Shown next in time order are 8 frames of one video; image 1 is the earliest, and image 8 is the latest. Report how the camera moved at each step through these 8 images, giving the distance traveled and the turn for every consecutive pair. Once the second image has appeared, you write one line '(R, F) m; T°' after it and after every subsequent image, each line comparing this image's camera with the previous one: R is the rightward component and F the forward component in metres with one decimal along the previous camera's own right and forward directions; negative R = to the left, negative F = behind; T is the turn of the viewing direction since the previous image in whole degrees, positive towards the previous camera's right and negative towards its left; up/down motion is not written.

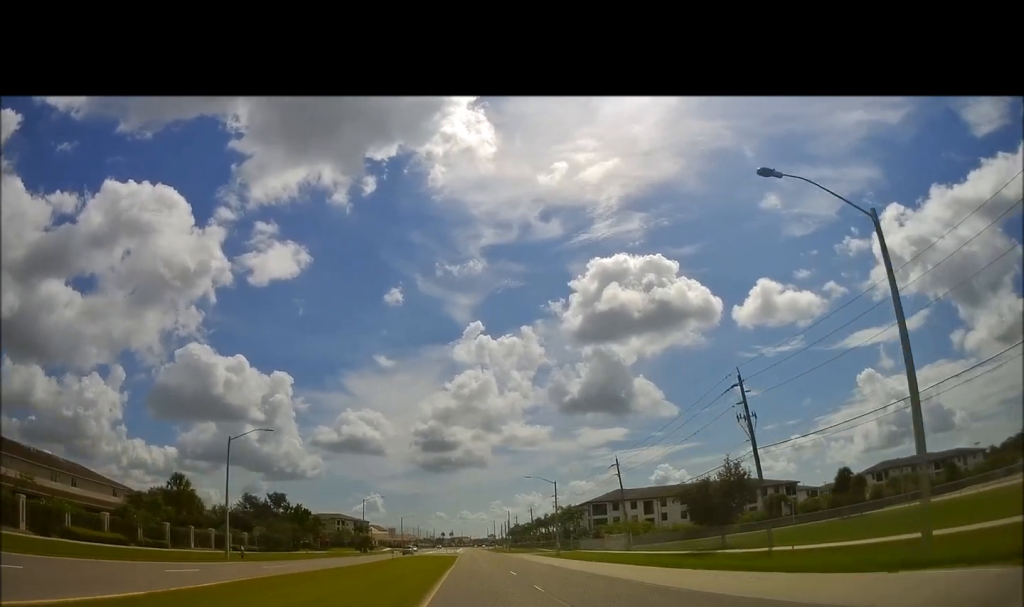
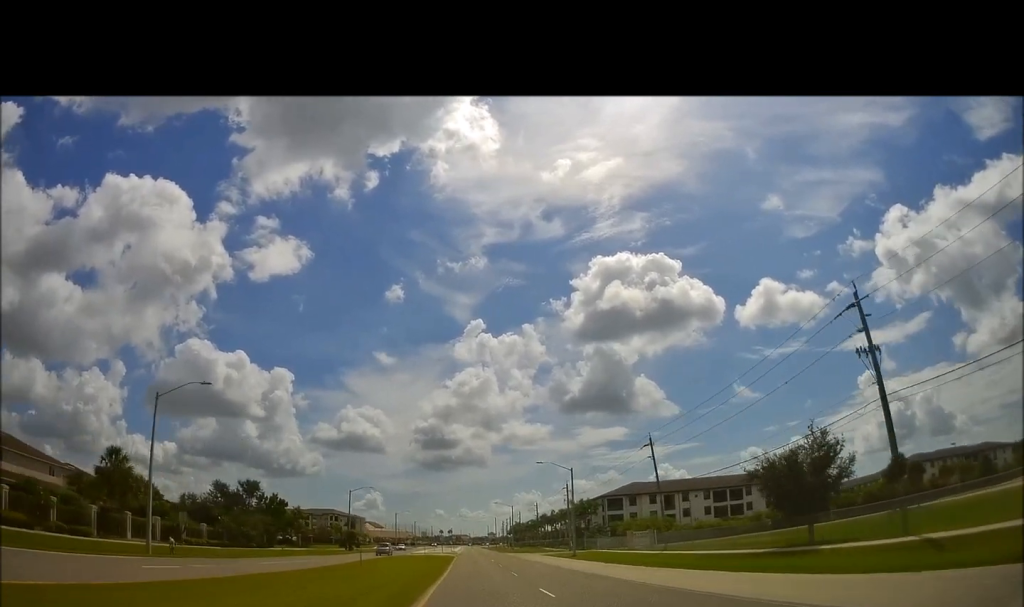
(-0.1, +14.3) m; -1°
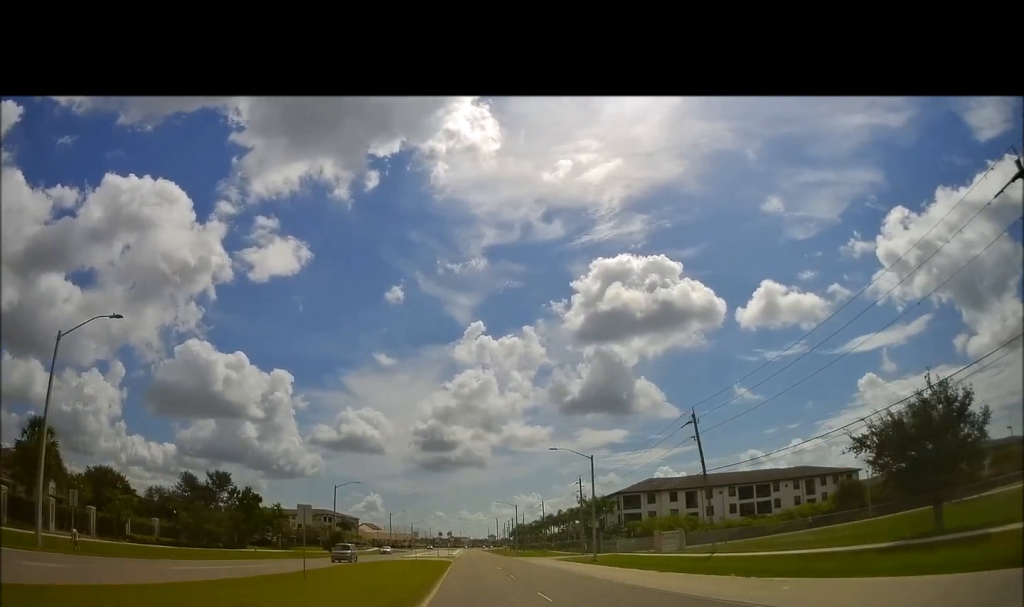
(-0.1, +12.5) m; 0°
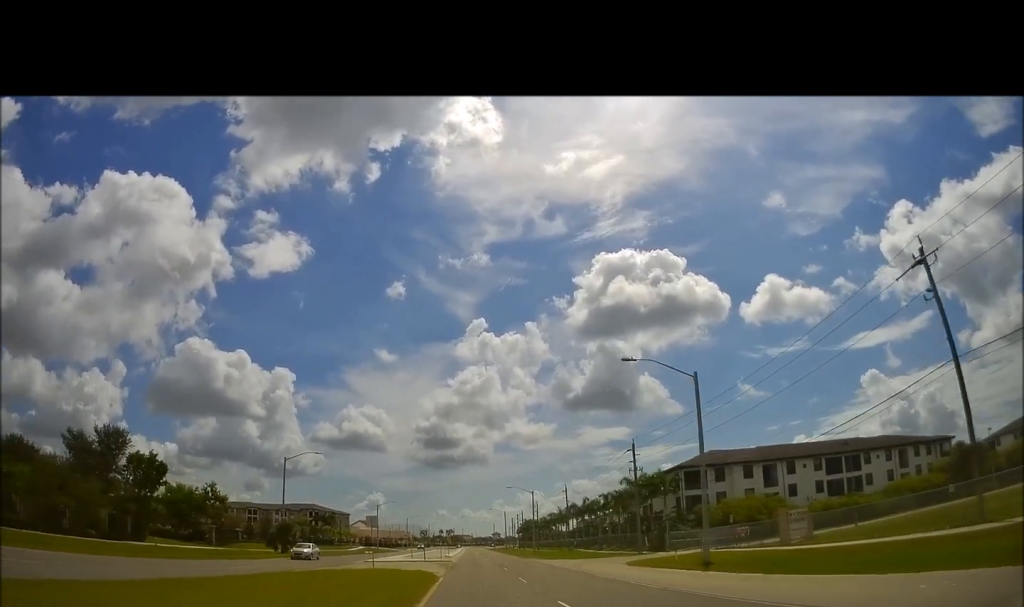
(+0.5, +29.5) m; +2°
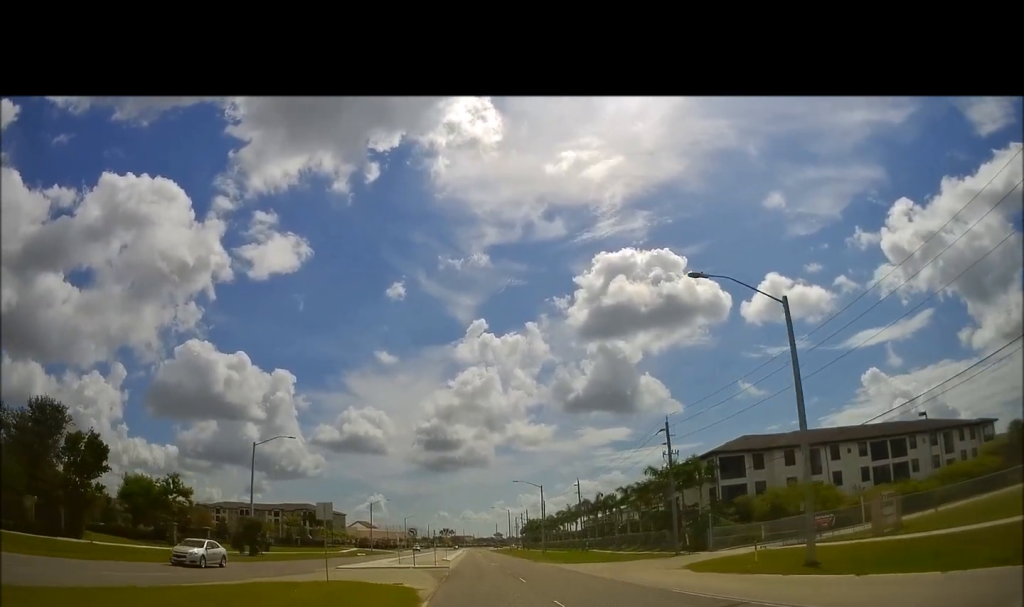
(+0.2, +11.1) m; -1°
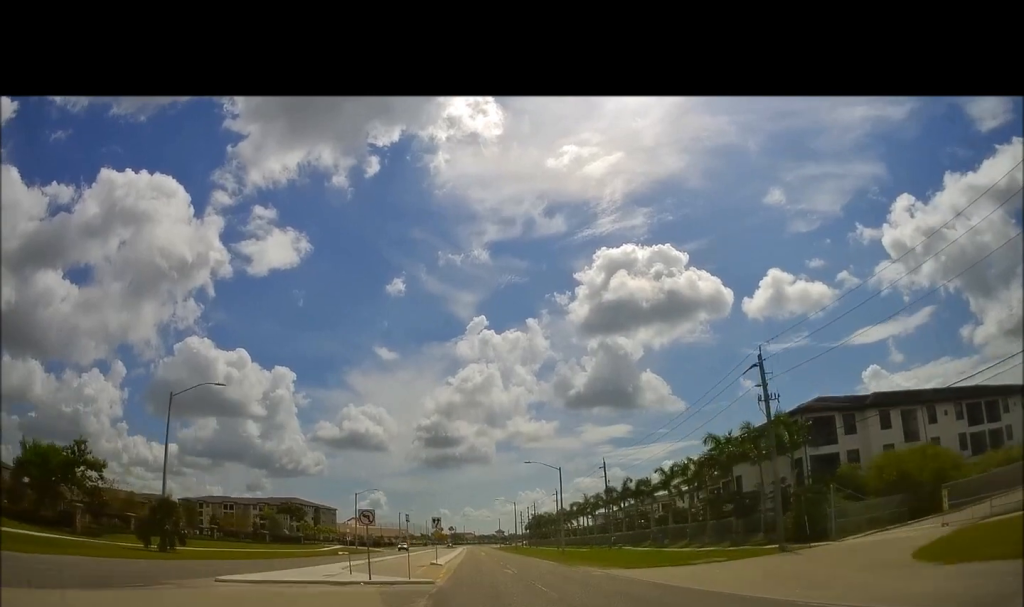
(-0.3, +18.6) m; -1°
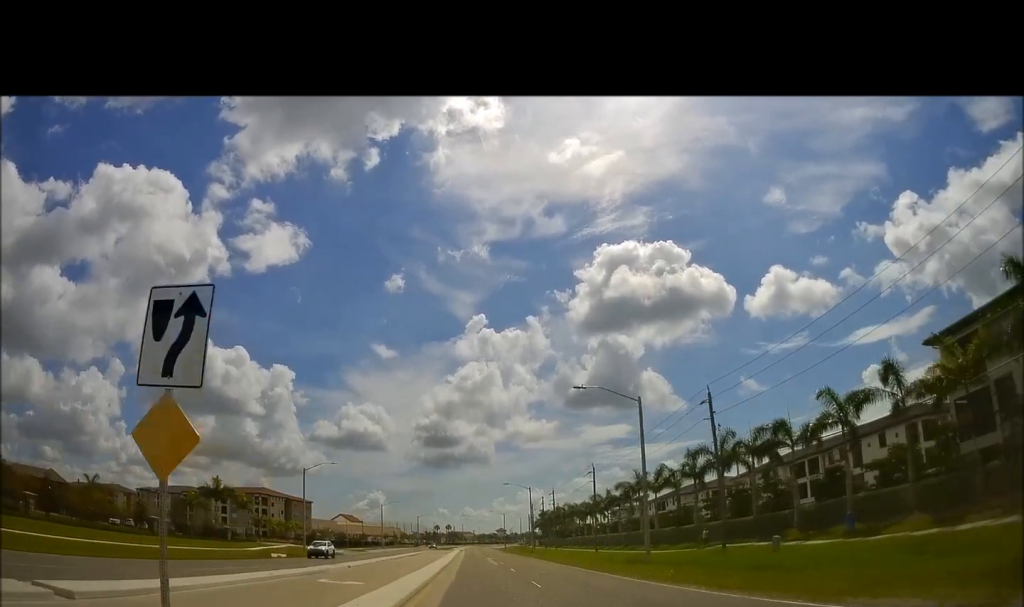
(-0.2, +36.1) m; 0°
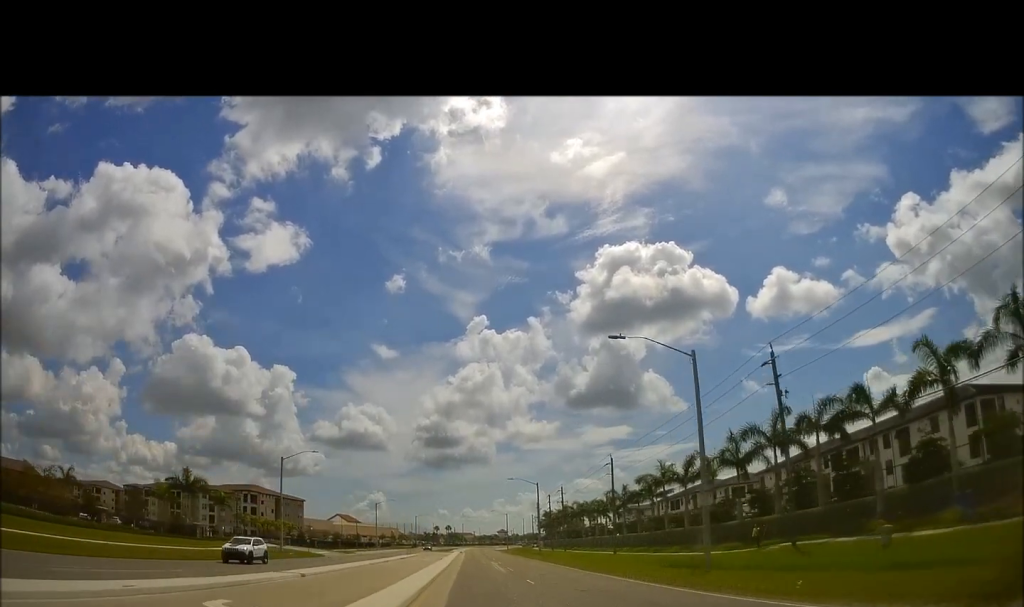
(-0.1, +10.1) m; 0°
